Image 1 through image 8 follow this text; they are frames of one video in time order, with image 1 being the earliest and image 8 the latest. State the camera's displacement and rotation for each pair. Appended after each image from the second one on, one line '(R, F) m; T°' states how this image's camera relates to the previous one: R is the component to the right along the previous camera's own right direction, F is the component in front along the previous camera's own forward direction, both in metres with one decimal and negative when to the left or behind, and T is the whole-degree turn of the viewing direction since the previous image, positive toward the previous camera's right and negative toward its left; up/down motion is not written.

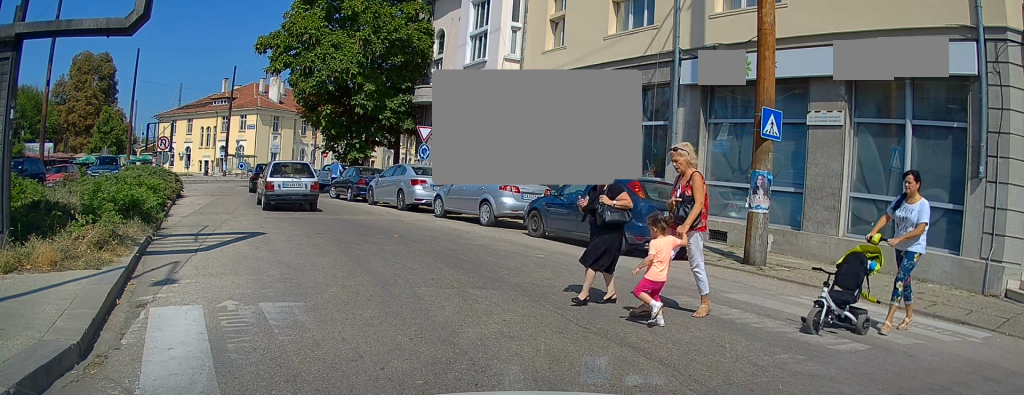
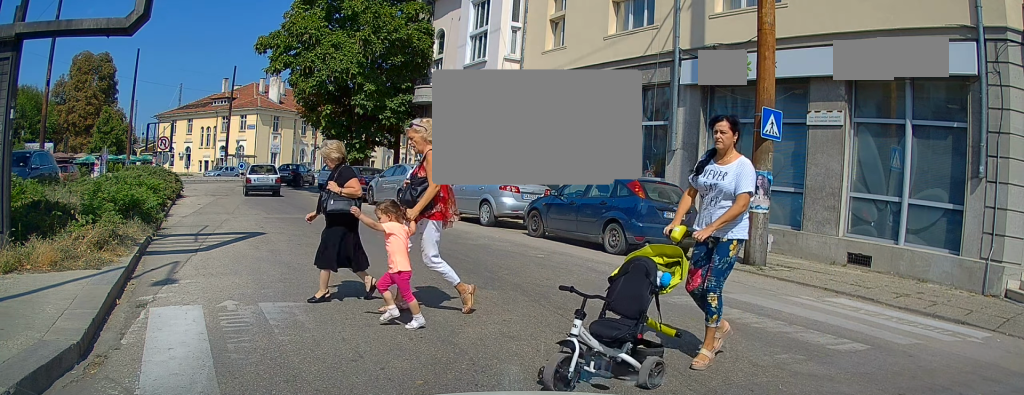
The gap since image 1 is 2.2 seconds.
(-0.3, +0.2) m; 0°
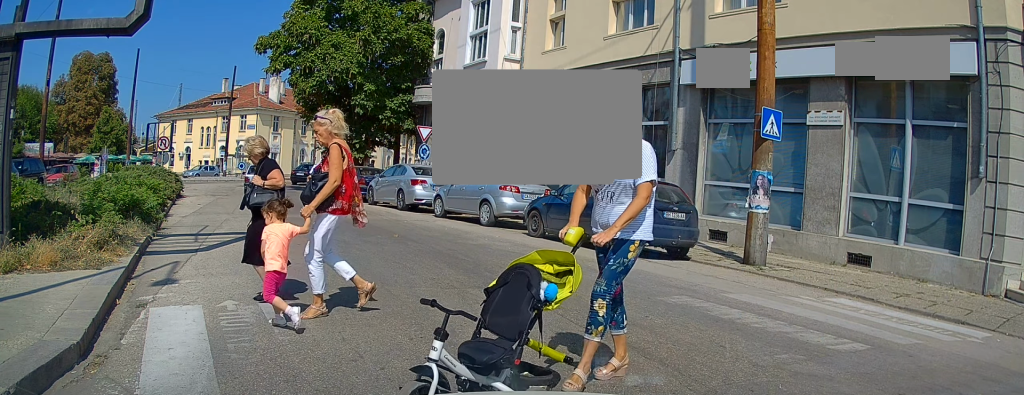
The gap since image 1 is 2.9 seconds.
(0.0, 0.0) m; 0°
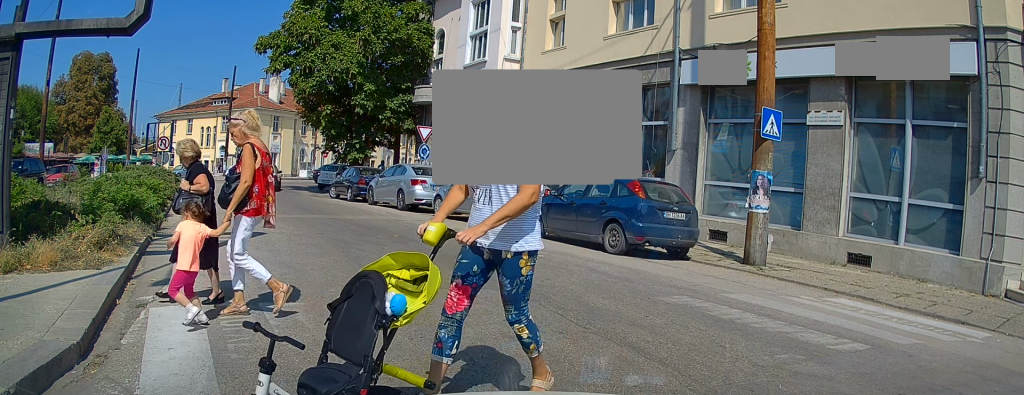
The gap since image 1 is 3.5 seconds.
(0.0, 0.0) m; 0°
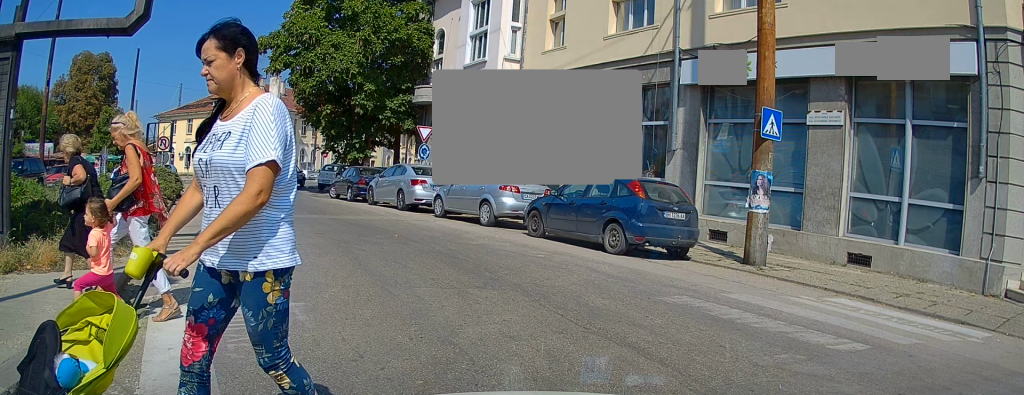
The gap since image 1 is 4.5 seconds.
(0.0, 0.0) m; 0°
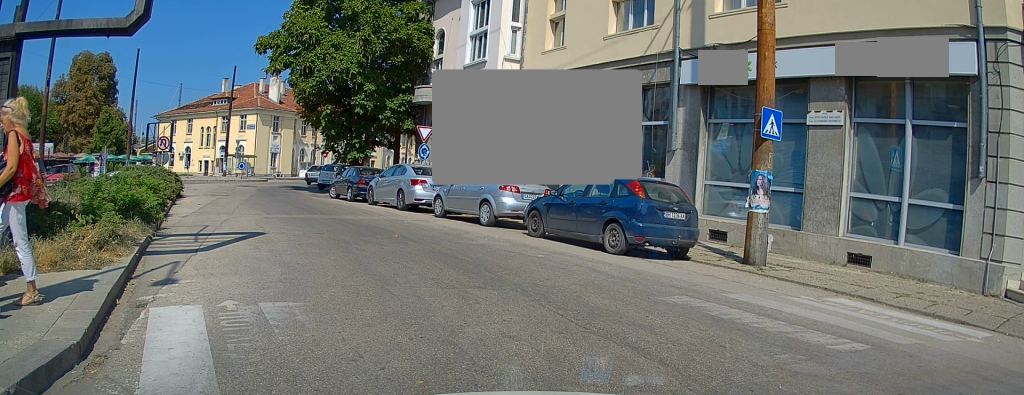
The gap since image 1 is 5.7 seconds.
(0.0, 0.0) m; 0°
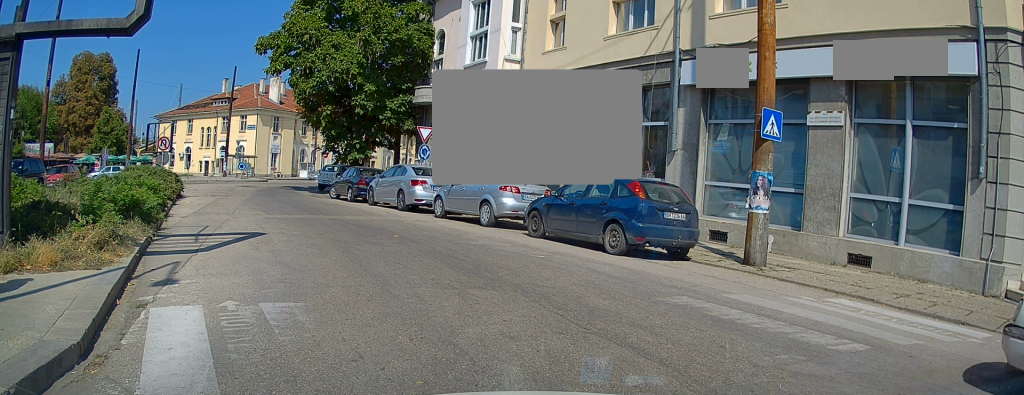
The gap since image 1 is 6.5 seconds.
(0.0, 0.0) m; 0°
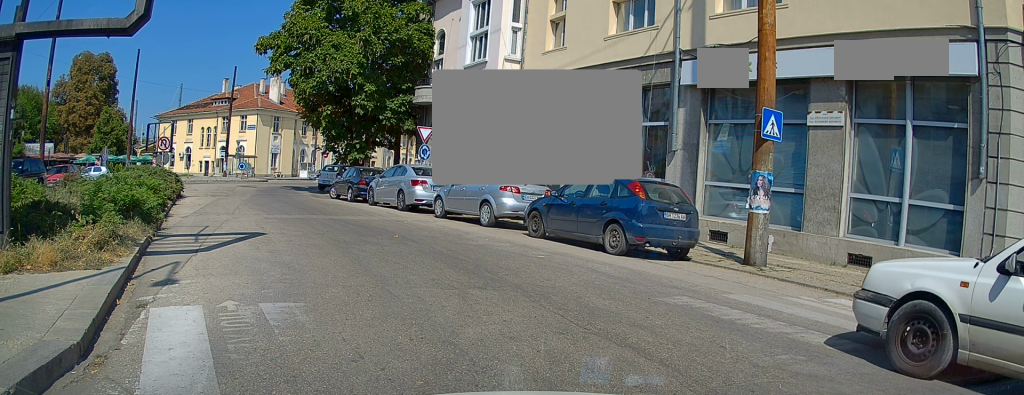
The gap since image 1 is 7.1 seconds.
(0.0, 0.0) m; 0°
